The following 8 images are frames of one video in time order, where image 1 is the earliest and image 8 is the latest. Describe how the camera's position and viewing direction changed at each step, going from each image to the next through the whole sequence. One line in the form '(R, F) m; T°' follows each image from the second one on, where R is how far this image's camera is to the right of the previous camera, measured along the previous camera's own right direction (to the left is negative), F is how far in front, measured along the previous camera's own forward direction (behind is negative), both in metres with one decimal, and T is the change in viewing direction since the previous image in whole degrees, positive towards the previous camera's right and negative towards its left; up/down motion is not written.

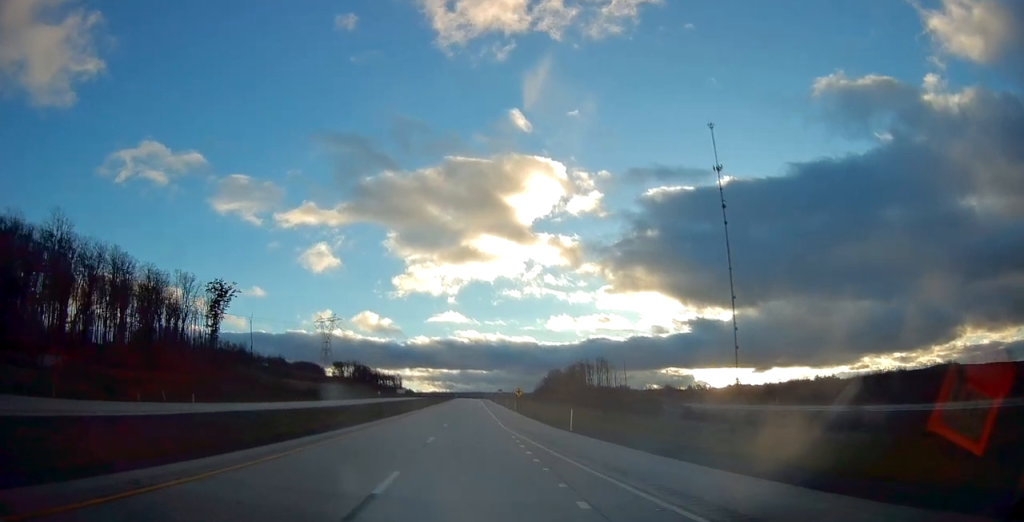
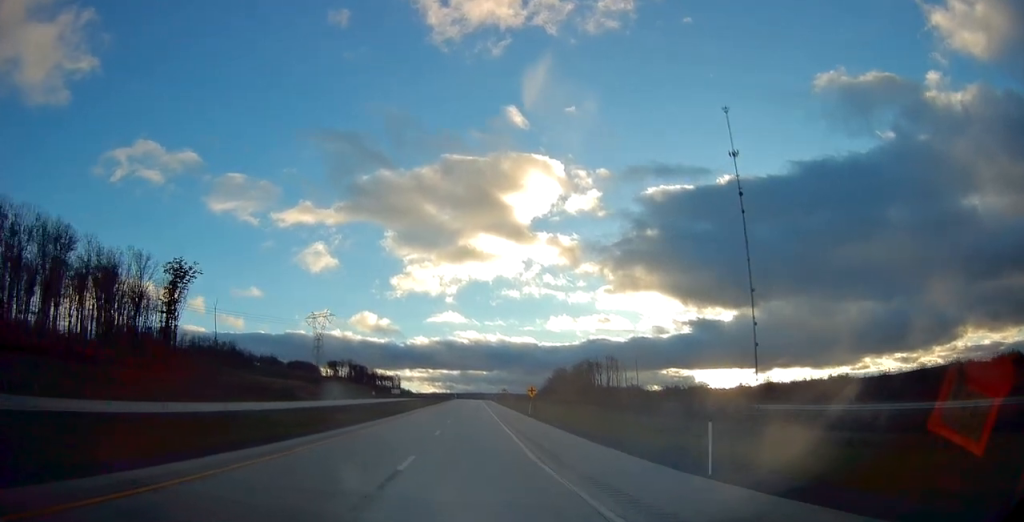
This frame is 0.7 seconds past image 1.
(-0.1, +21.0) m; 0°
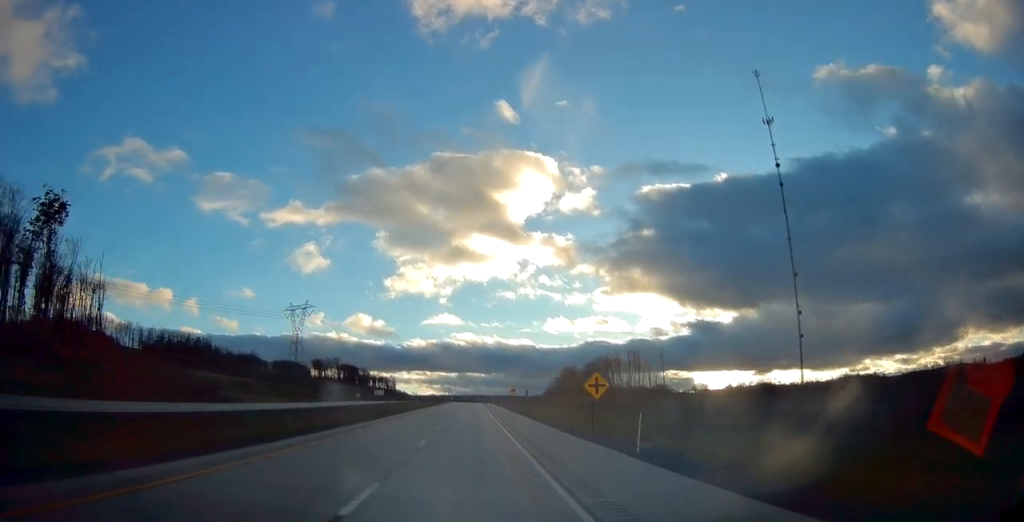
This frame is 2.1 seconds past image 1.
(+0.1, +41.9) m; 0°
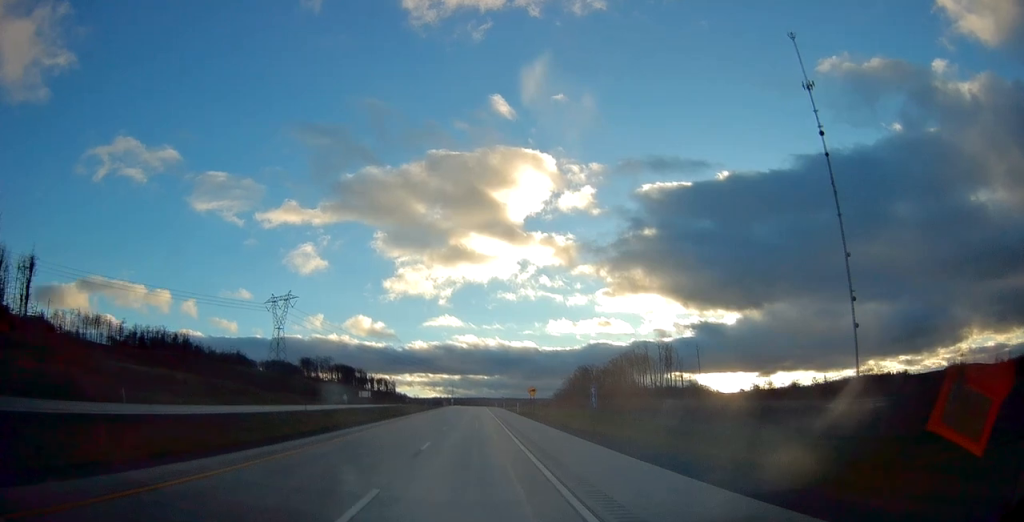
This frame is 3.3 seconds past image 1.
(-0.1, +36.4) m; 0°
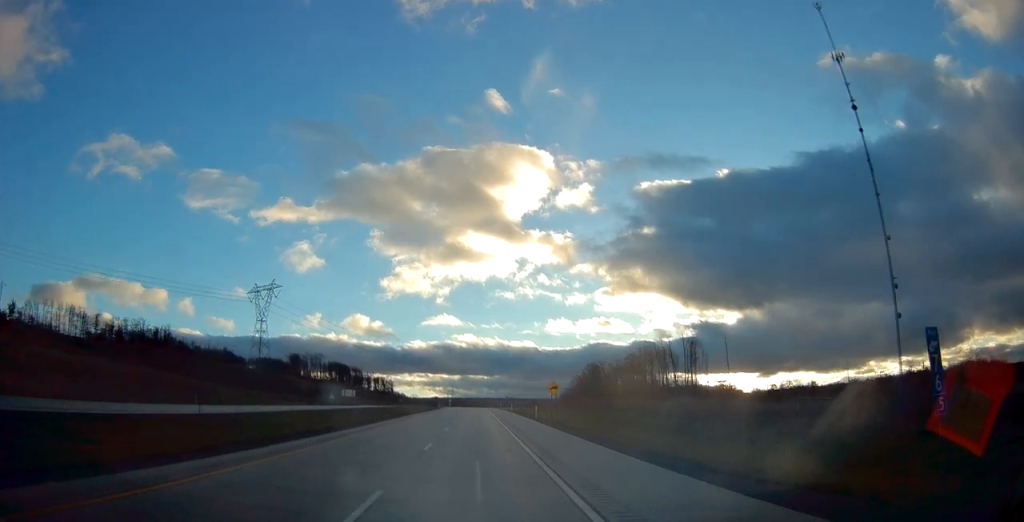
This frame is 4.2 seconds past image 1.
(+0.1, +24.3) m; 0°
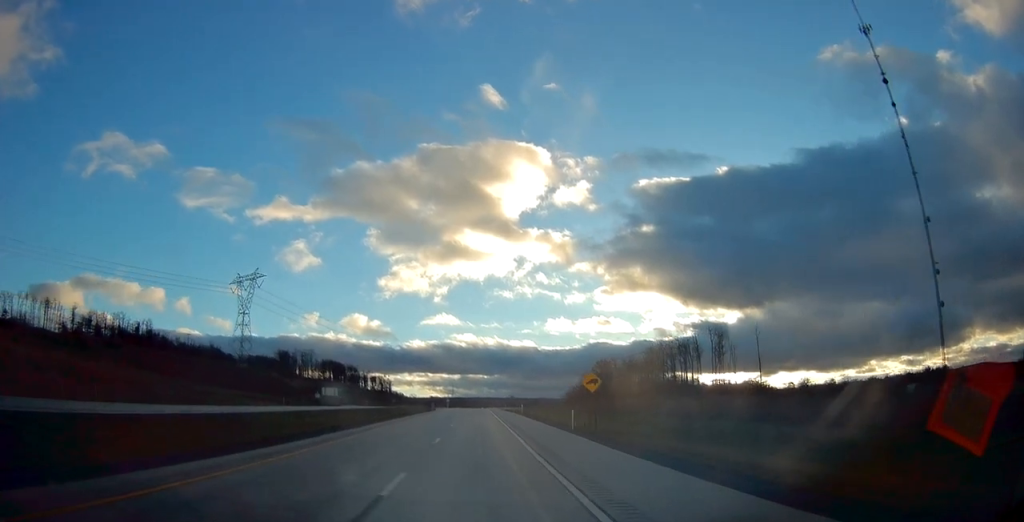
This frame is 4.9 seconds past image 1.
(0.0, +21.4) m; 0°
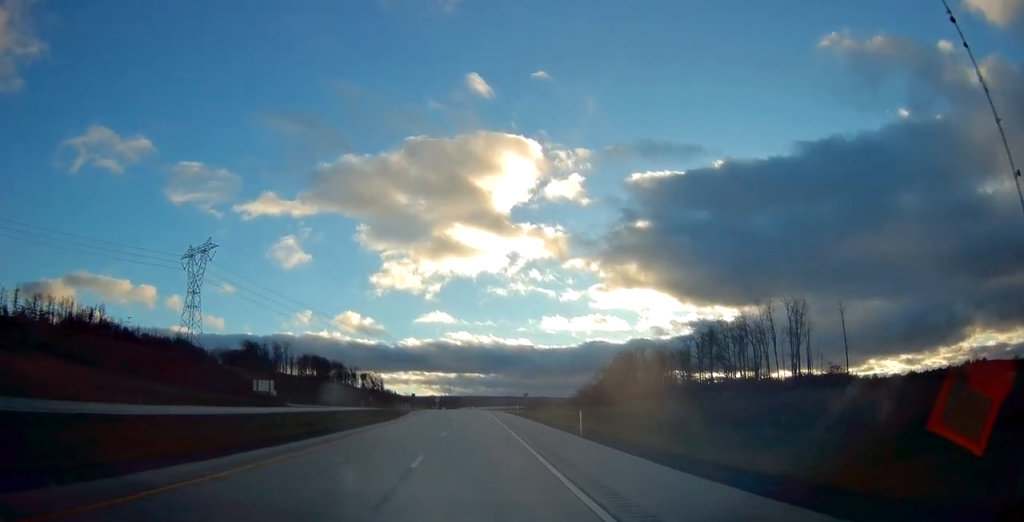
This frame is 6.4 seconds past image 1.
(-0.2, +43.7) m; 0°
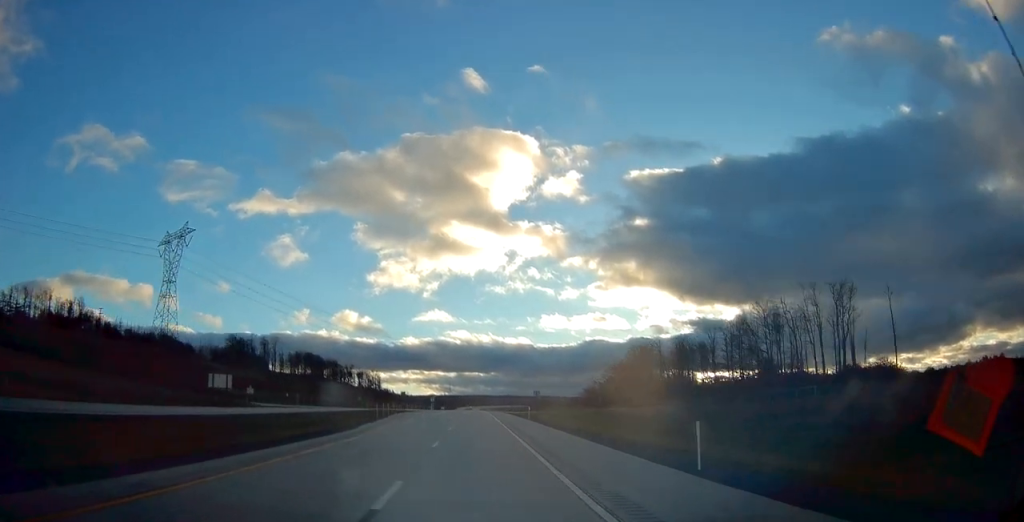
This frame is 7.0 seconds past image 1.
(+0.1, +17.4) m; 0°
